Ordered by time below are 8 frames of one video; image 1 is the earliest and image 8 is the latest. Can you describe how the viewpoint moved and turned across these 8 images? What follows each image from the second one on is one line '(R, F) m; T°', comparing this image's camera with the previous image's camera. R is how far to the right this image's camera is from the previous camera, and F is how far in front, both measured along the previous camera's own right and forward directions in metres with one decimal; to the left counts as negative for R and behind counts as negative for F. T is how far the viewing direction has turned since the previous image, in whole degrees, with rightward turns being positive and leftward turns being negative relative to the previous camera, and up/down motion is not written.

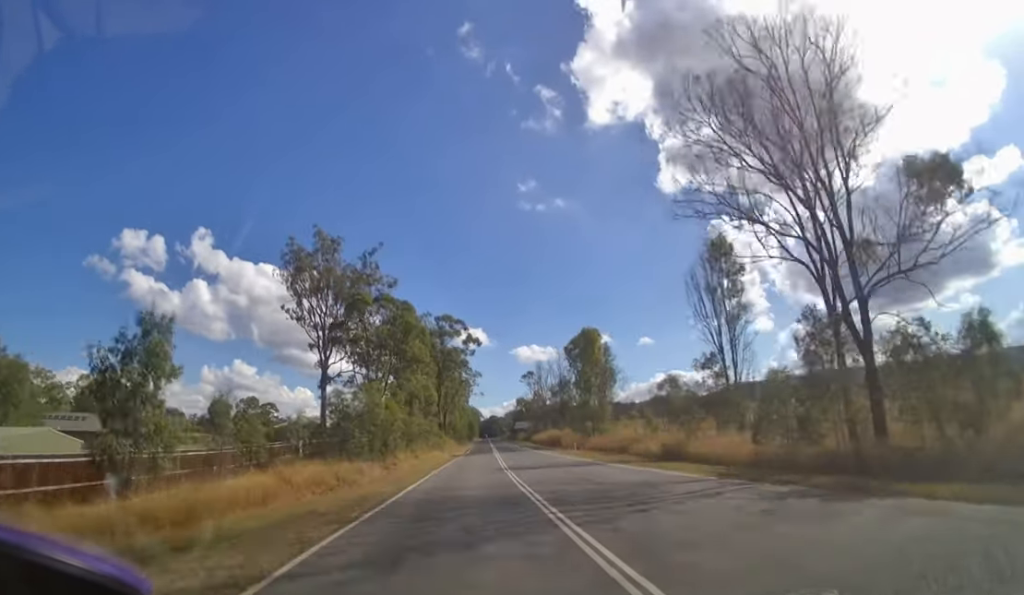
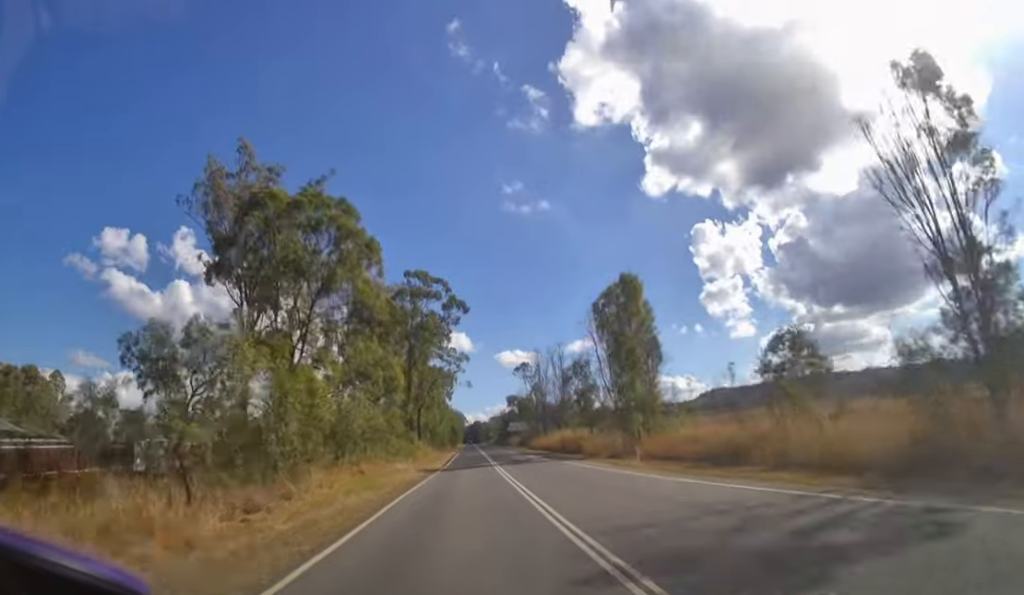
(+0.3, +17.1) m; +2°
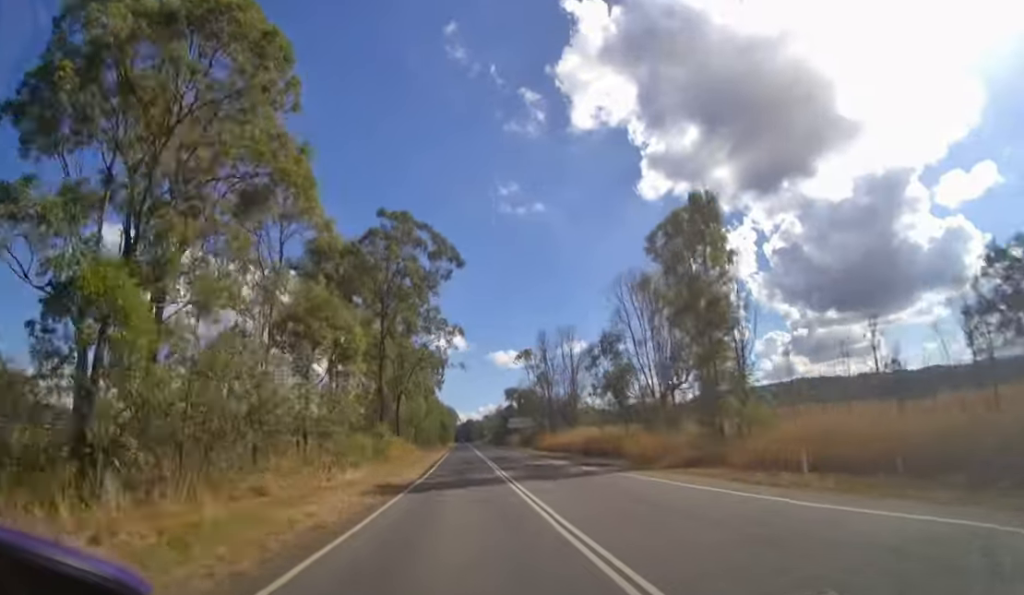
(+0.2, +11.8) m; +1°
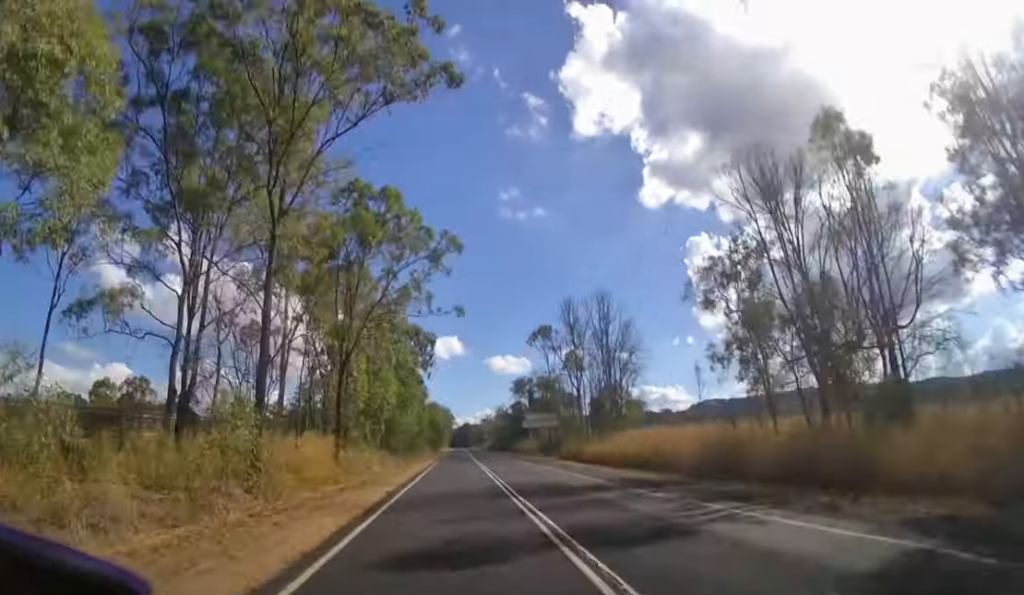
(+0.3, +19.8) m; +1°
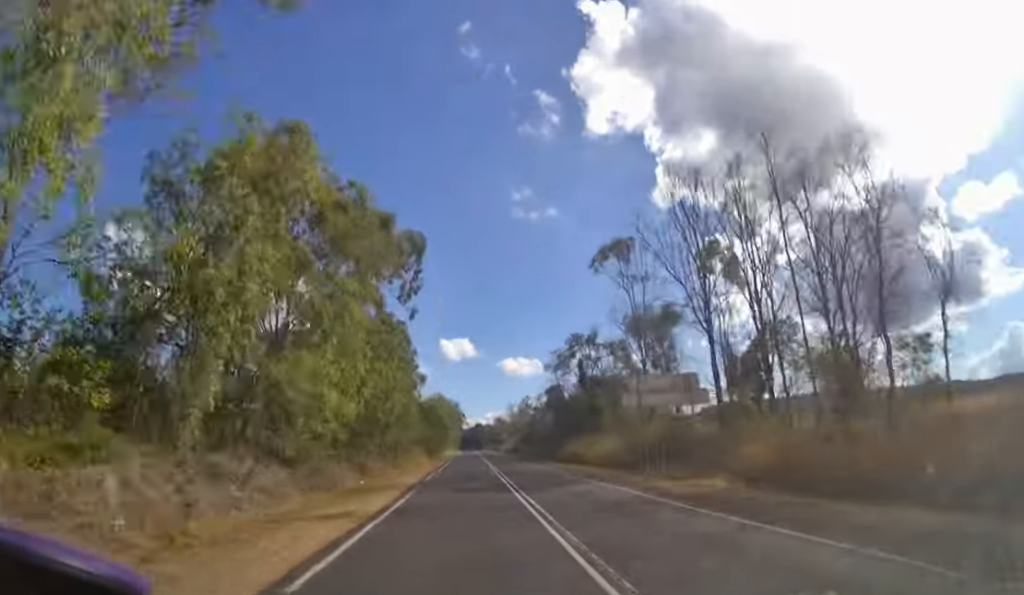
(+0.2, +29.7) m; 0°
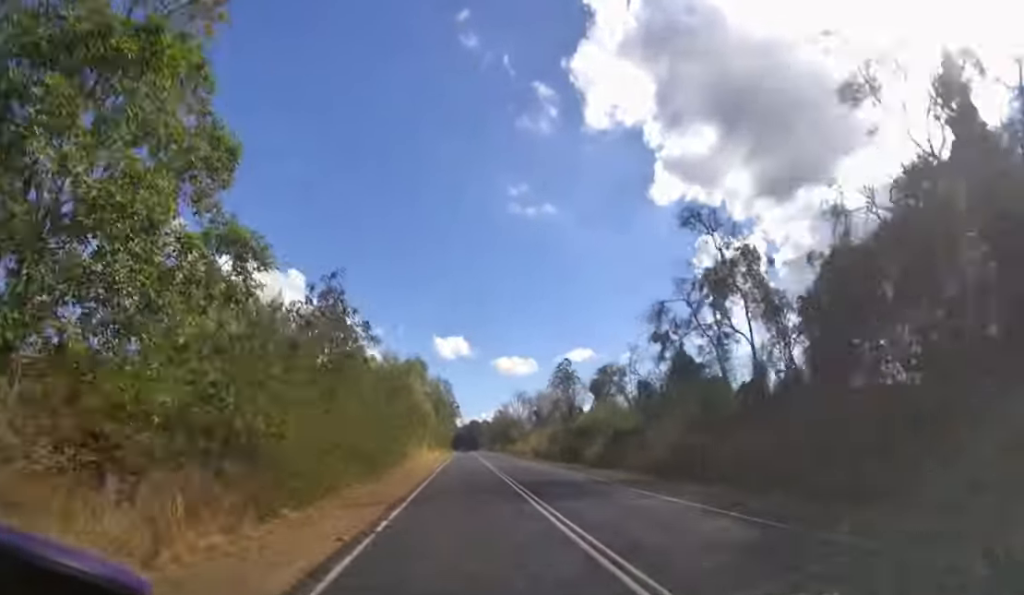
(-0.1, +44.8) m; 0°
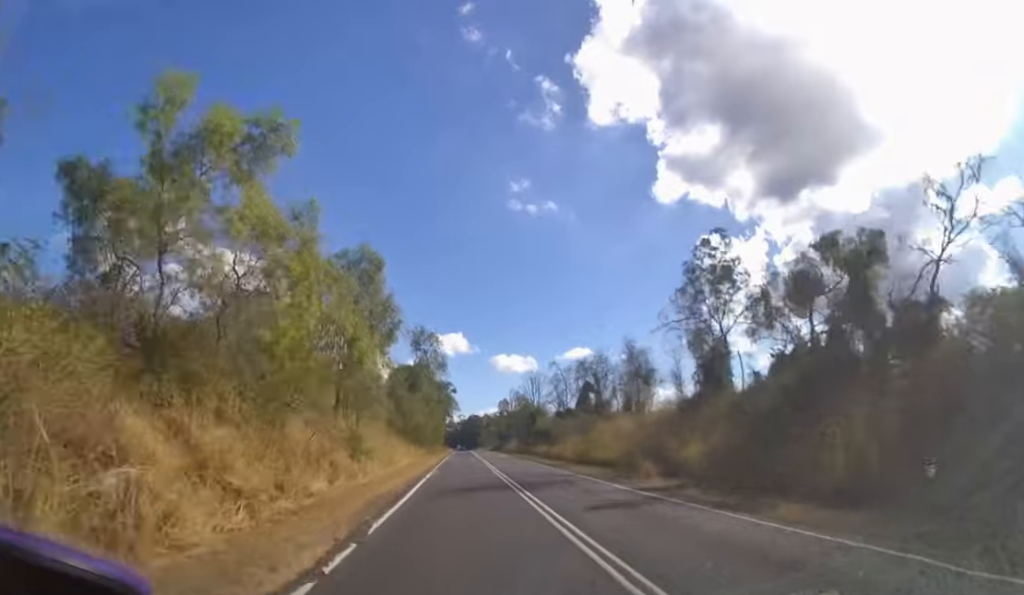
(+0.1, +34.9) m; 0°
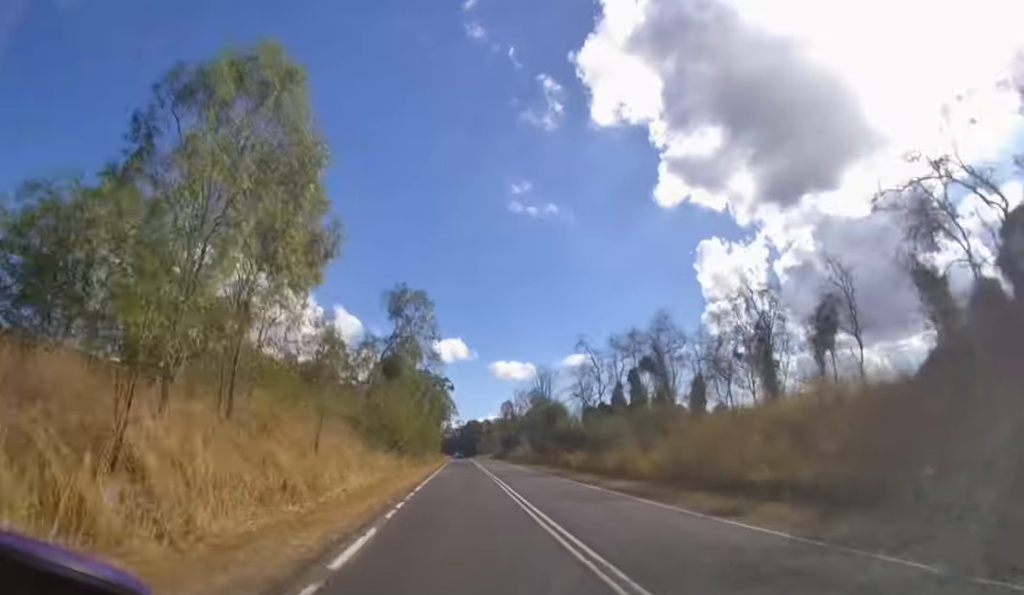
(0.0, +14.7) m; 0°
